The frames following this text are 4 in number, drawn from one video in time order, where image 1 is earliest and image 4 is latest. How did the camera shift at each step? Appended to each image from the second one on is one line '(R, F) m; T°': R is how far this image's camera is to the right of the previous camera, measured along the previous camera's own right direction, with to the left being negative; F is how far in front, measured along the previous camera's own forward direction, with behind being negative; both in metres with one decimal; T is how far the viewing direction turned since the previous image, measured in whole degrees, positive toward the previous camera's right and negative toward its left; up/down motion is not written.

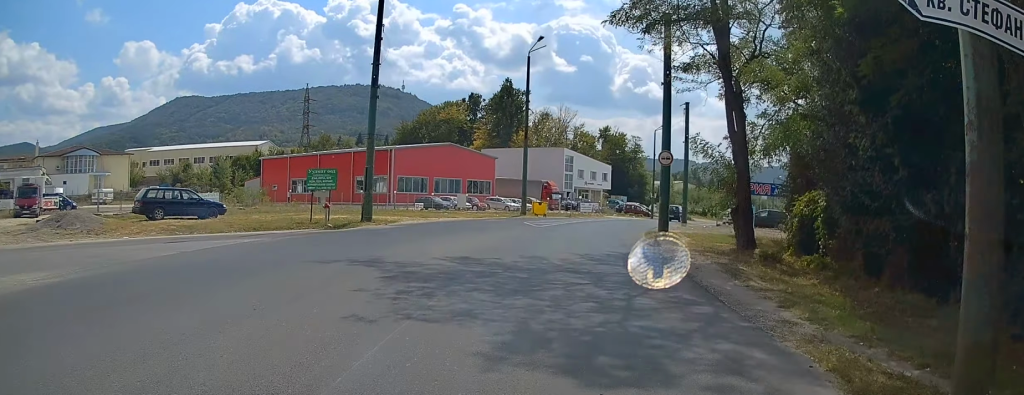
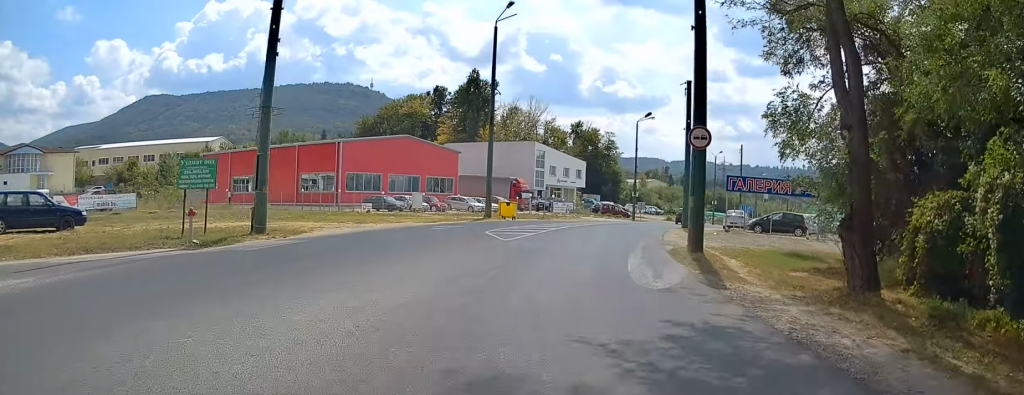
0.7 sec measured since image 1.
(+0.3, +8.9) m; +3°
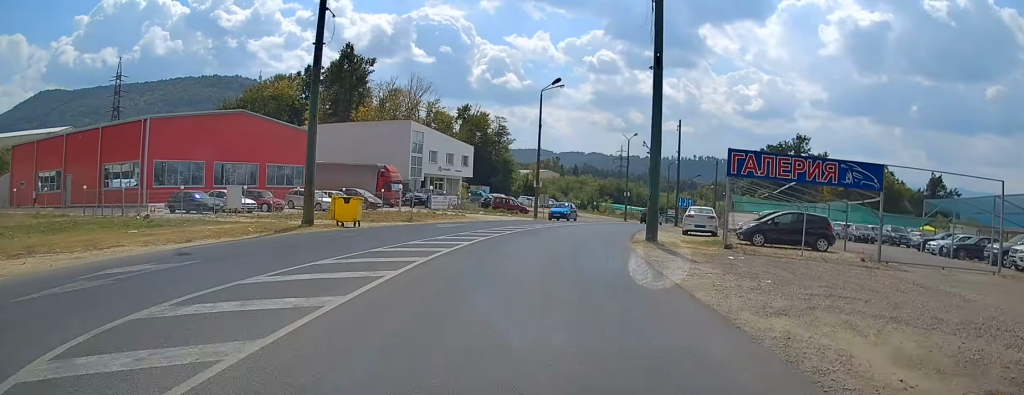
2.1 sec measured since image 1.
(+0.6, +17.2) m; +4°
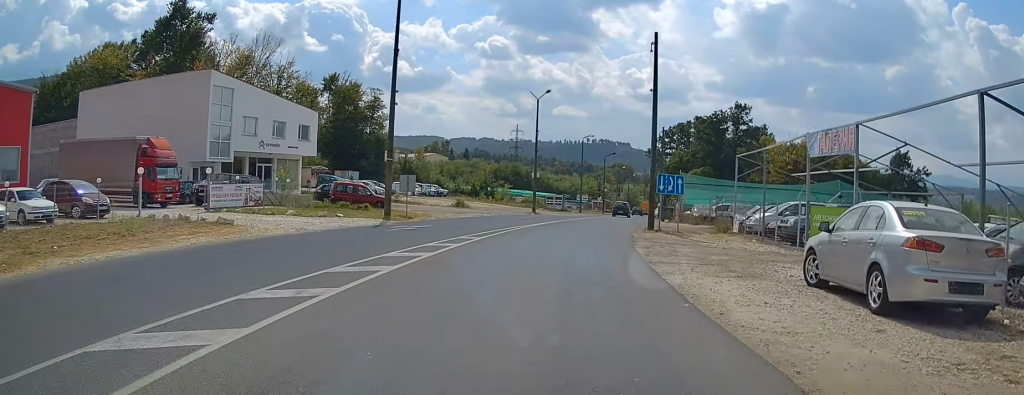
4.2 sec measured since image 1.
(+2.7, +25.6) m; +13°
